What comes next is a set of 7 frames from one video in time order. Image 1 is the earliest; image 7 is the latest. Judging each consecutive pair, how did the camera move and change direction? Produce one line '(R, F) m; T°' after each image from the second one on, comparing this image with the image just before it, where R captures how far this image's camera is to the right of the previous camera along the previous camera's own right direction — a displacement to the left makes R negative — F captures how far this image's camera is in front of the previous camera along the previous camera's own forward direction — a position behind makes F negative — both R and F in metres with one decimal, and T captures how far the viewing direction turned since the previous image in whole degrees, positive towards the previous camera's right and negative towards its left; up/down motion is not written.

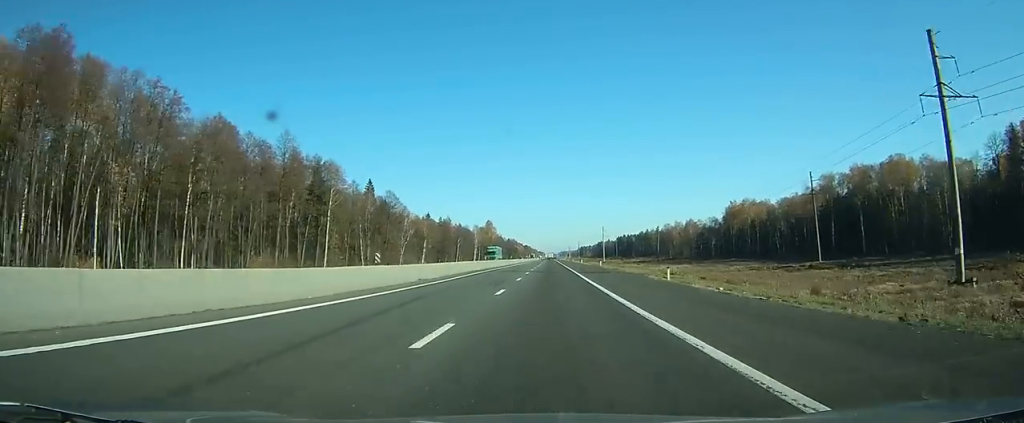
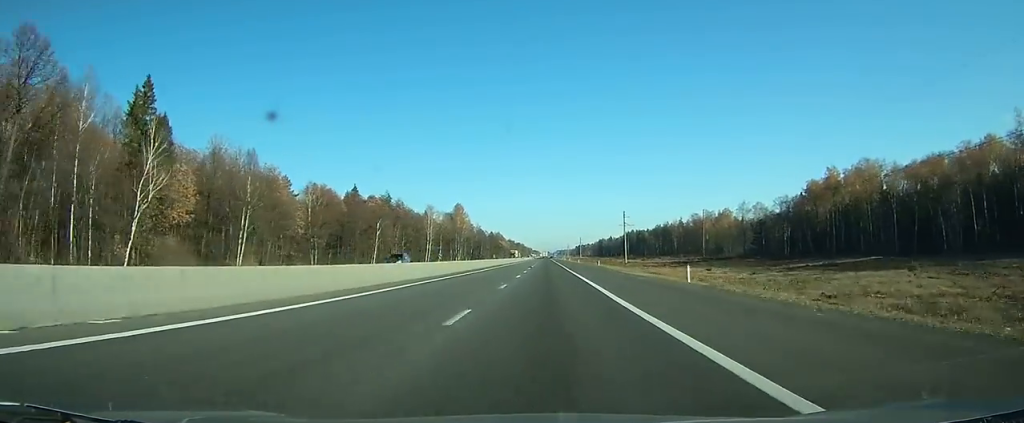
(+0.5, +102.9) m; 0°
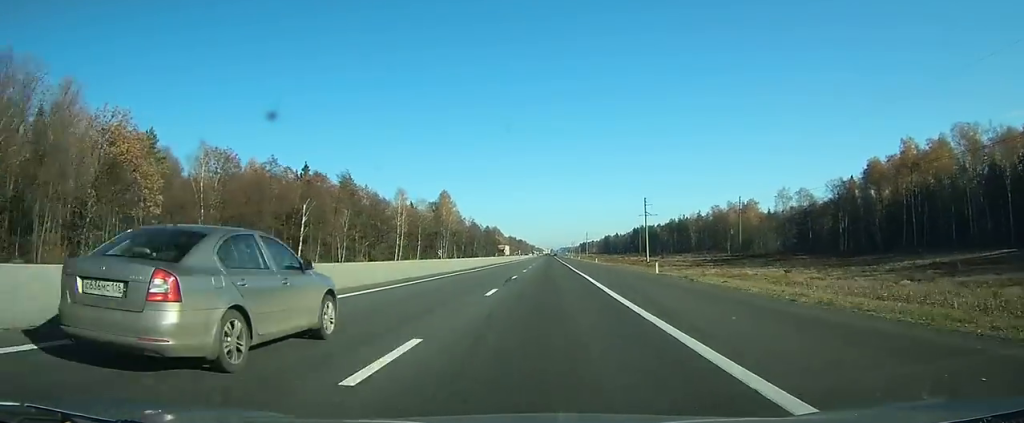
(-0.1, +39.7) m; 0°
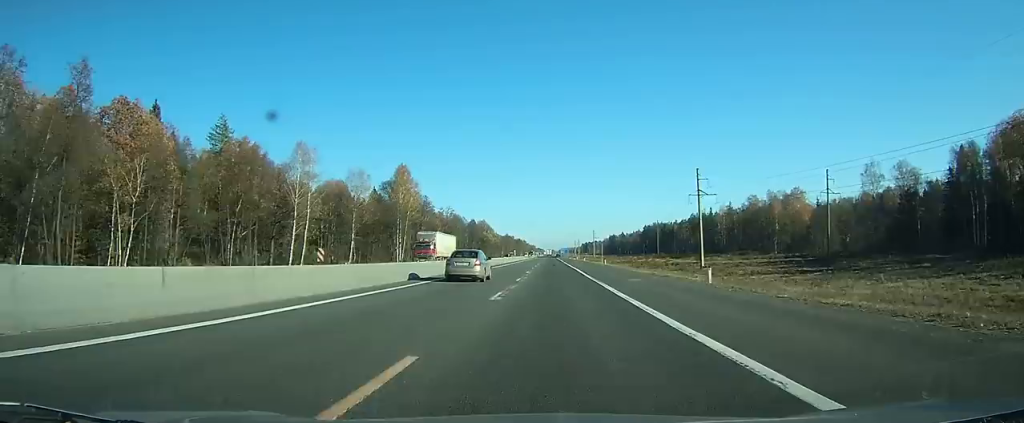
(+0.1, +63.8) m; 0°
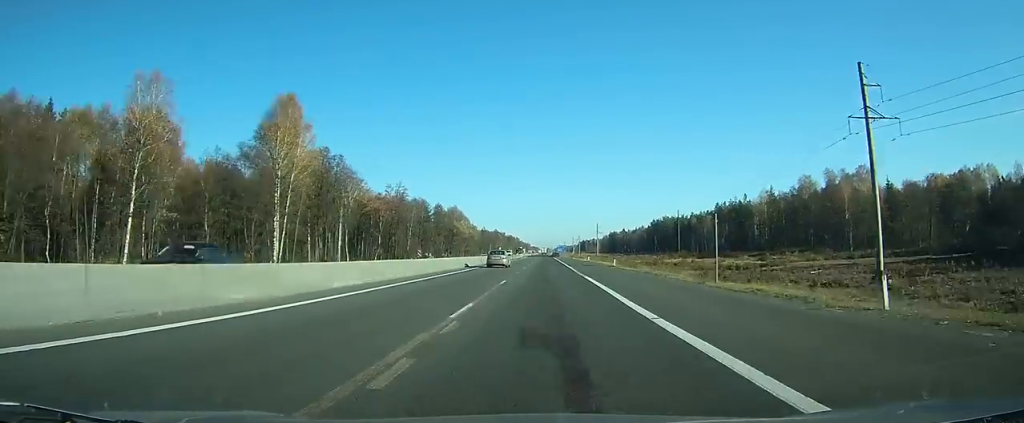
(+0.2, +65.5) m; 0°
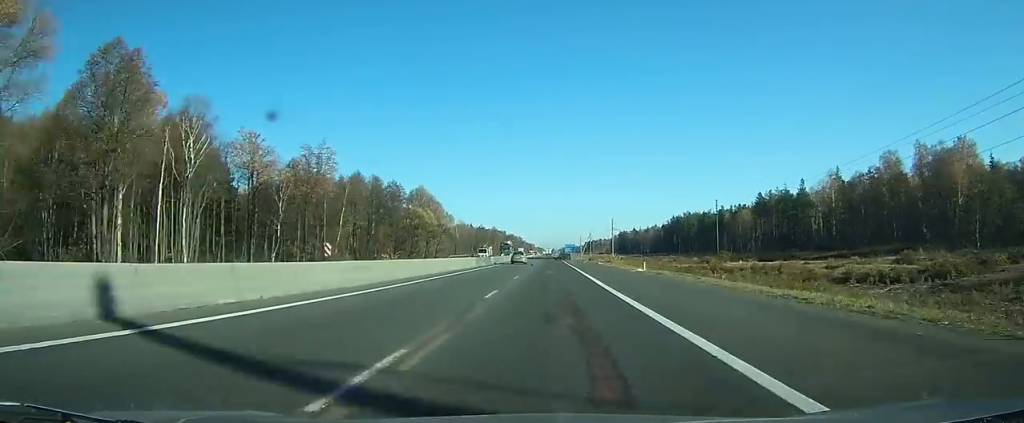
(0.0, +53.6) m; 0°
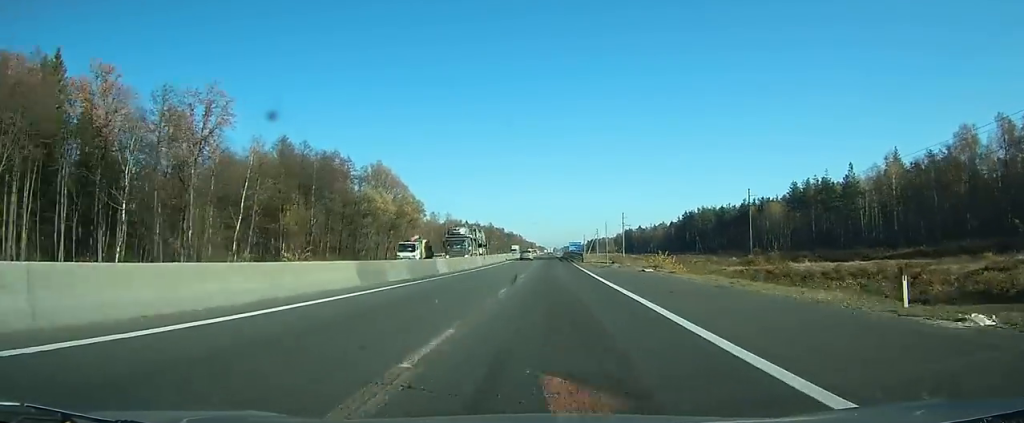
(0.0, +33.0) m; 0°
